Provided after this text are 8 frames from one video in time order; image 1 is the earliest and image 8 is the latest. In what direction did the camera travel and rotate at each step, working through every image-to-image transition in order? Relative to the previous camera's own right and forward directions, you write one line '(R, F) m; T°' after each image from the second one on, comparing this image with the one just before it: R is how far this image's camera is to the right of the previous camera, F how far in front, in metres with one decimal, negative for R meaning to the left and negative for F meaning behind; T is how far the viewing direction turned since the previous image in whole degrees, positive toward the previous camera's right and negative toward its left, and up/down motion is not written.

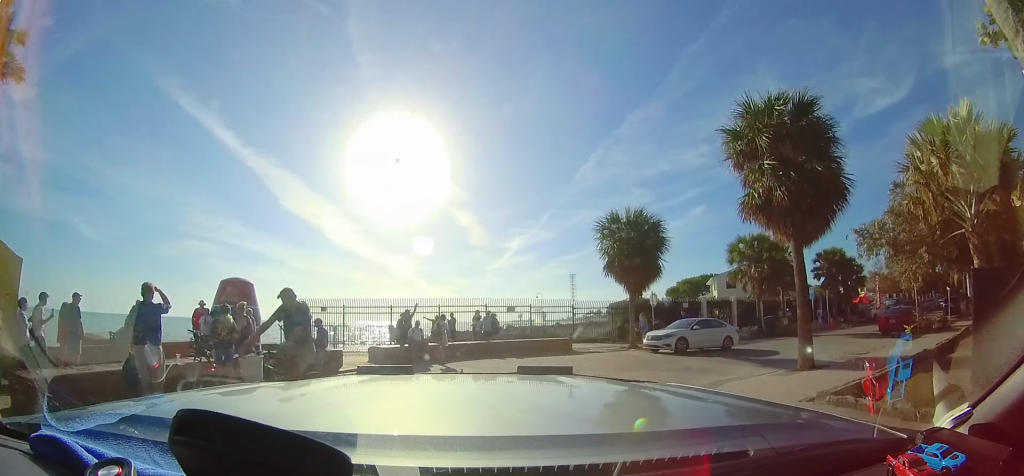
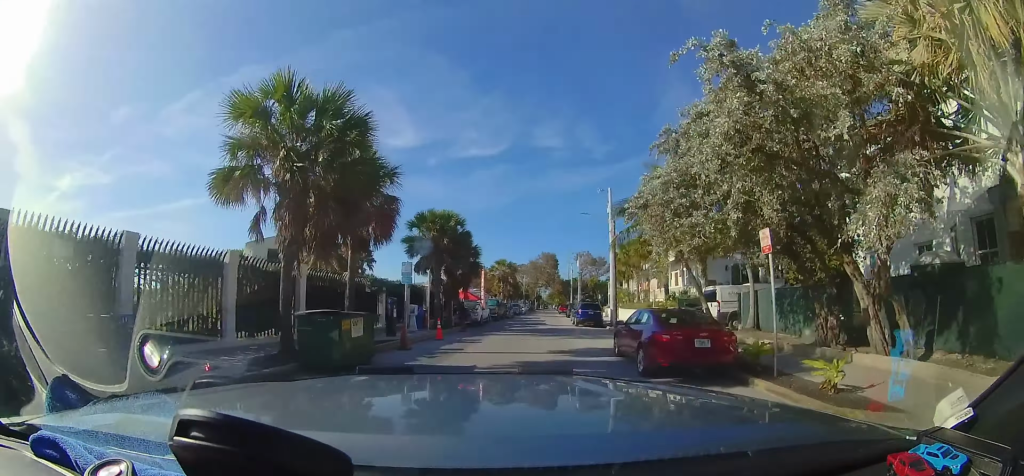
(+12.2, +20.2) m; +45°
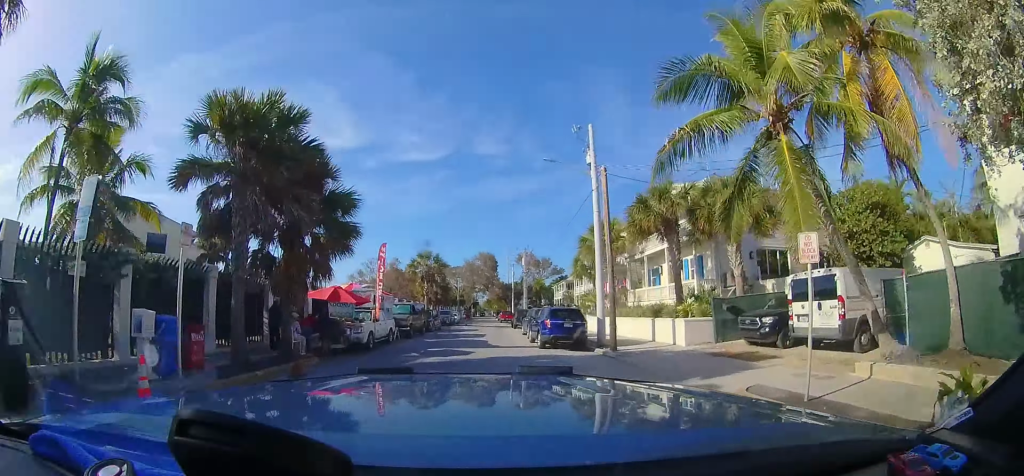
(+0.7, +12.0) m; +5°
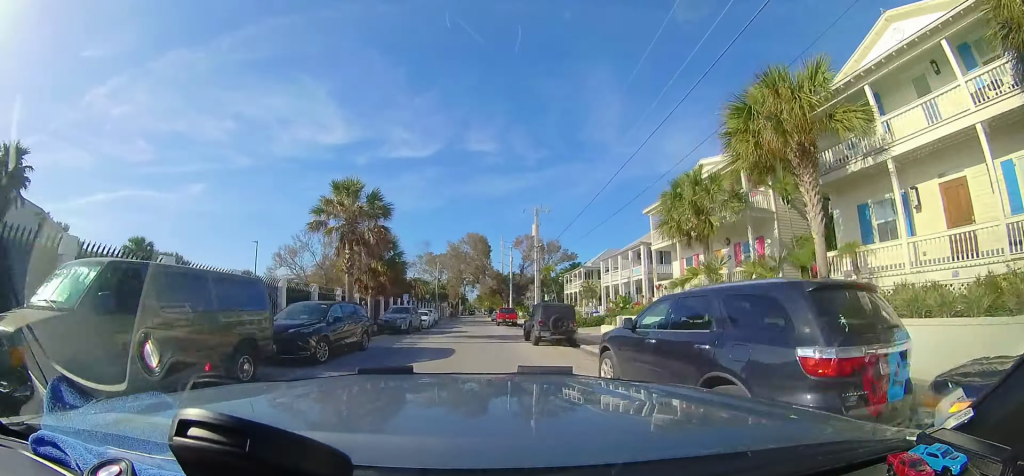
(+0.5, +16.0) m; +1°
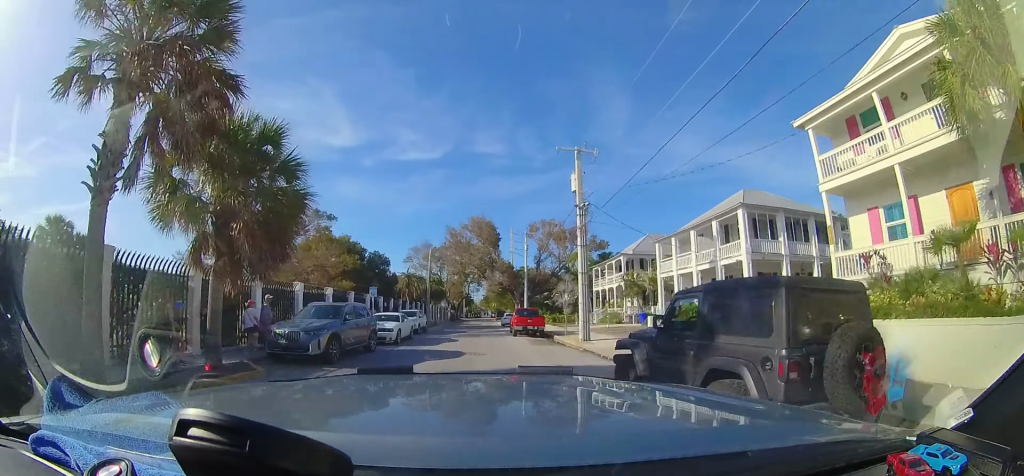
(0.0, +10.8) m; +1°
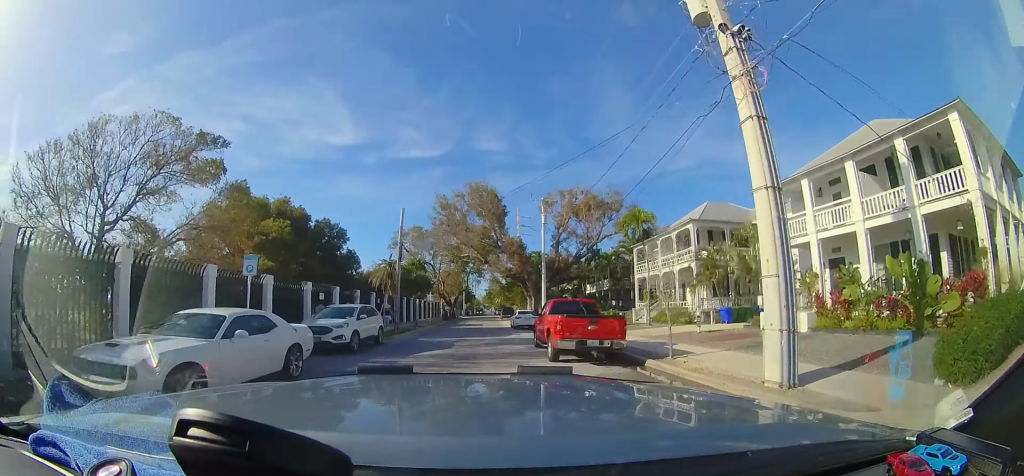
(-0.2, +11.9) m; +1°
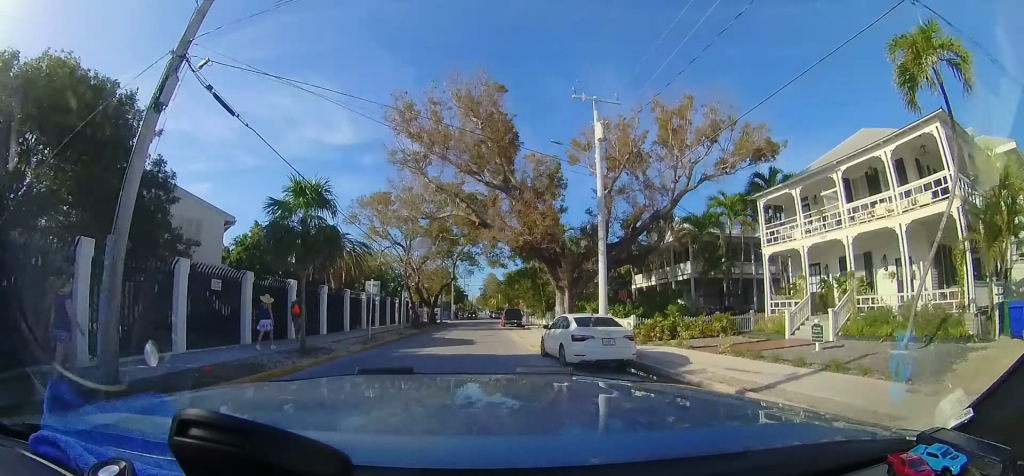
(+0.4, +14.0) m; +1°
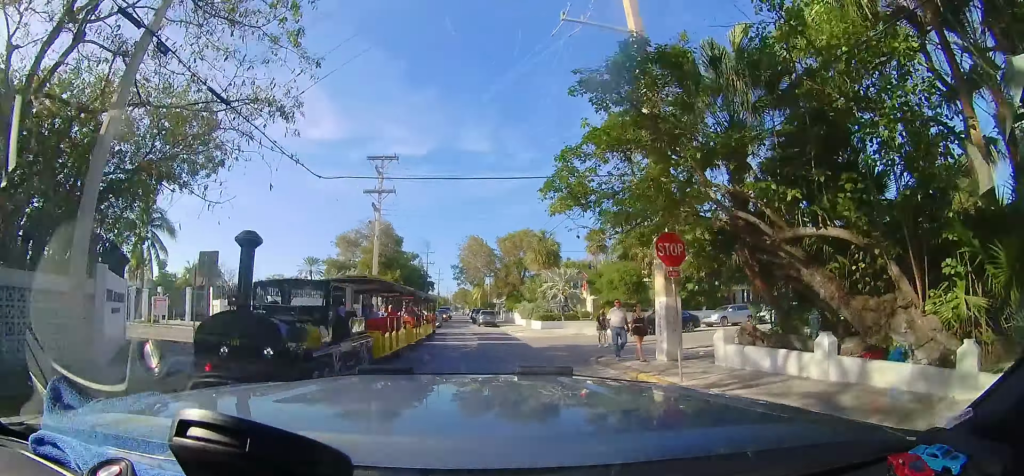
(+0.9, +32.5) m; +21°
